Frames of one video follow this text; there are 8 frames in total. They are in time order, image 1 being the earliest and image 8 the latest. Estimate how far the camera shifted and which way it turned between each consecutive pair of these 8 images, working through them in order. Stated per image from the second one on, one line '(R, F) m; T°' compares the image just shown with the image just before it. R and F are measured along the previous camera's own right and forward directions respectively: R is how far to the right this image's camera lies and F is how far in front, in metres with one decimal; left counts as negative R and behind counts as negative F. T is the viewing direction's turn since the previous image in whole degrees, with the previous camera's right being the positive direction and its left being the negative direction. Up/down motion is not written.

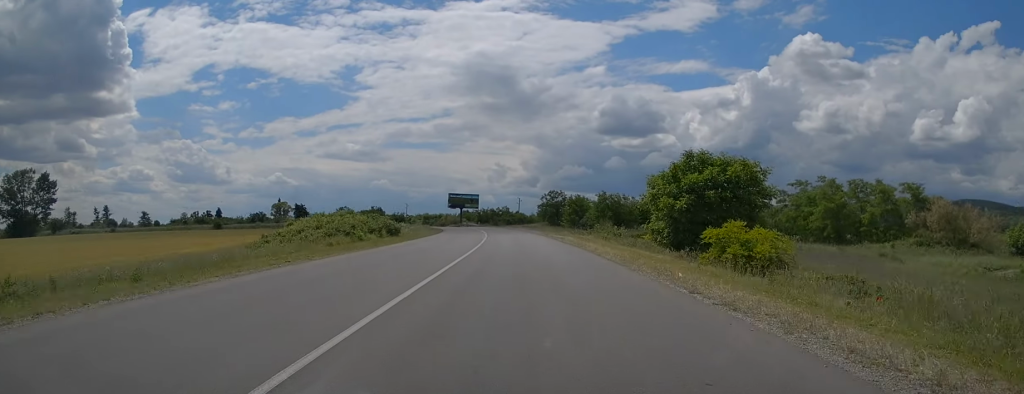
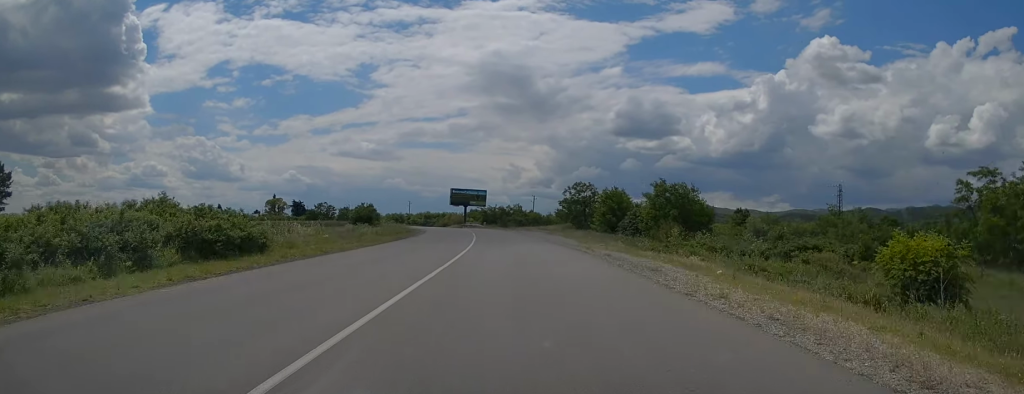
(-0.1, +26.5) m; -1°
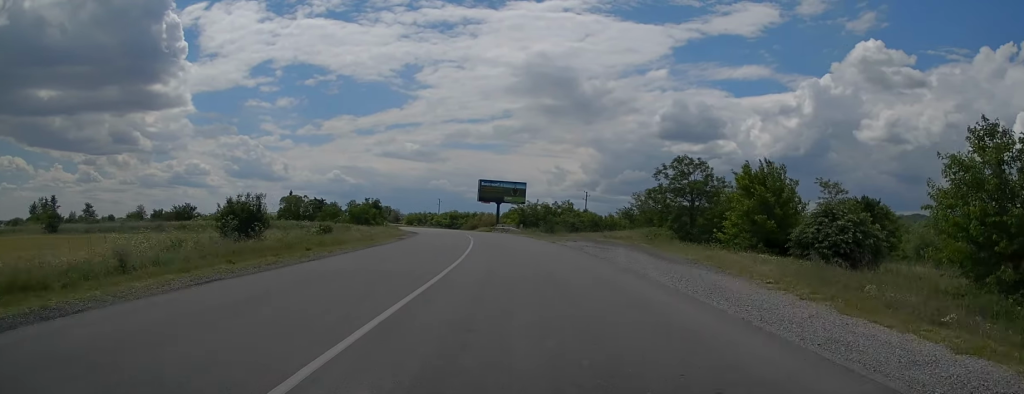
(-0.7, +35.5) m; -3°
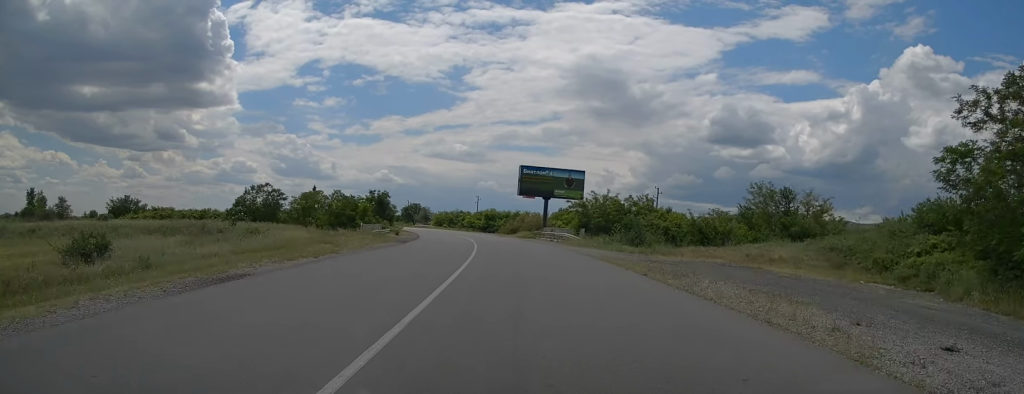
(-0.6, +30.9) m; -3°
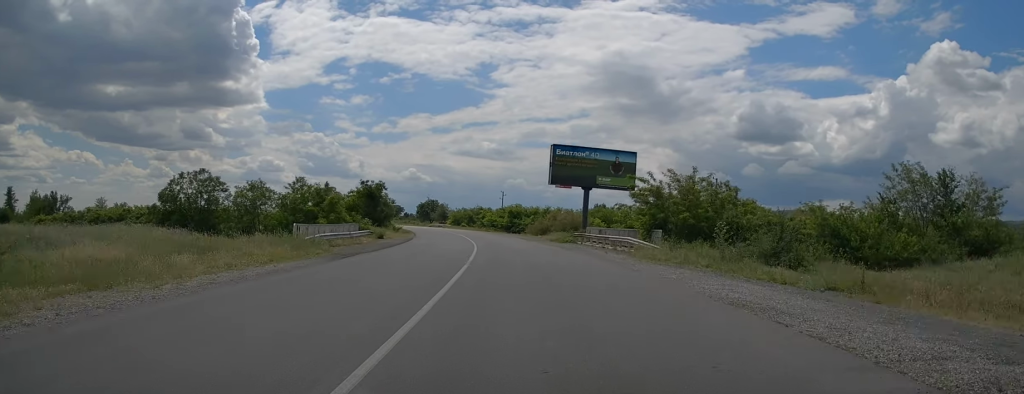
(-0.6, +19.8) m; -4°
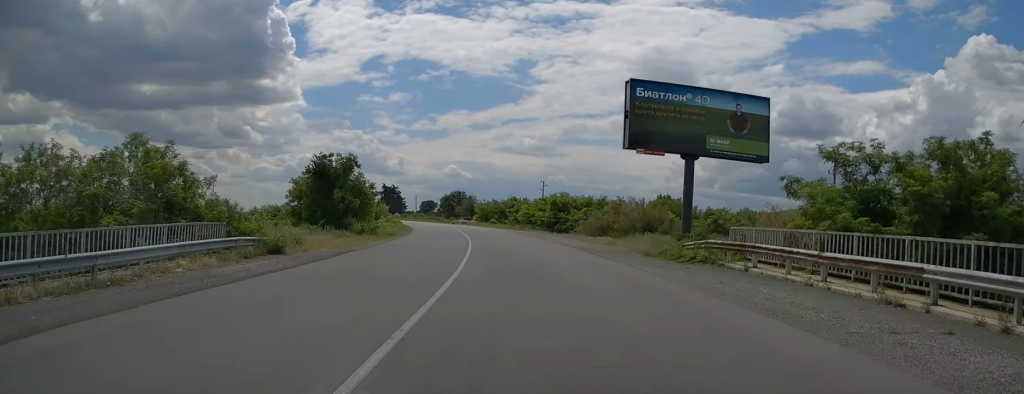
(-1.3, +26.9) m; -4°
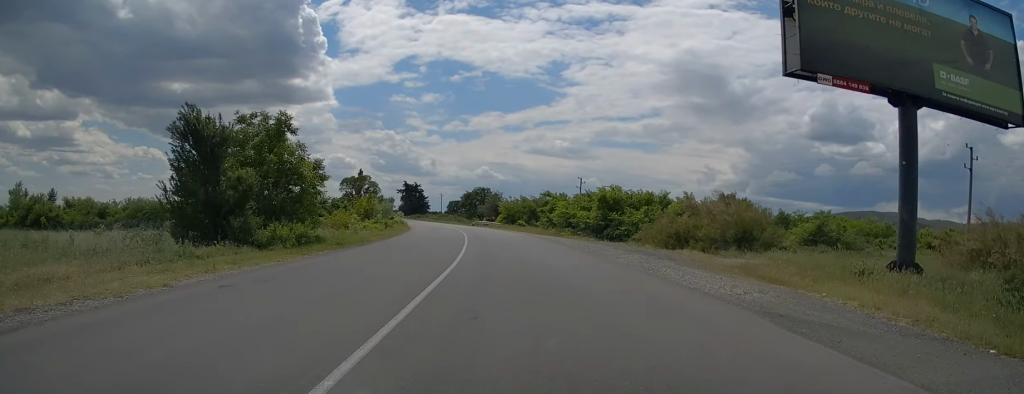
(-0.4, +18.9) m; -2°
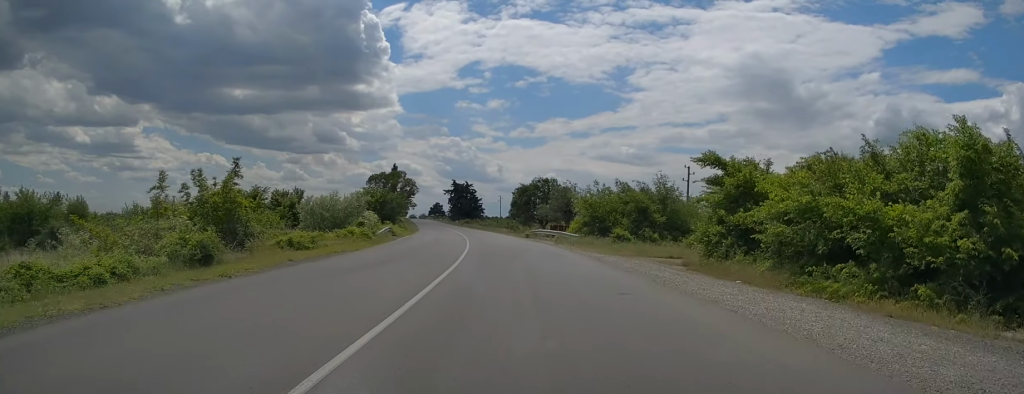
(-1.3, +39.1) m; -6°
